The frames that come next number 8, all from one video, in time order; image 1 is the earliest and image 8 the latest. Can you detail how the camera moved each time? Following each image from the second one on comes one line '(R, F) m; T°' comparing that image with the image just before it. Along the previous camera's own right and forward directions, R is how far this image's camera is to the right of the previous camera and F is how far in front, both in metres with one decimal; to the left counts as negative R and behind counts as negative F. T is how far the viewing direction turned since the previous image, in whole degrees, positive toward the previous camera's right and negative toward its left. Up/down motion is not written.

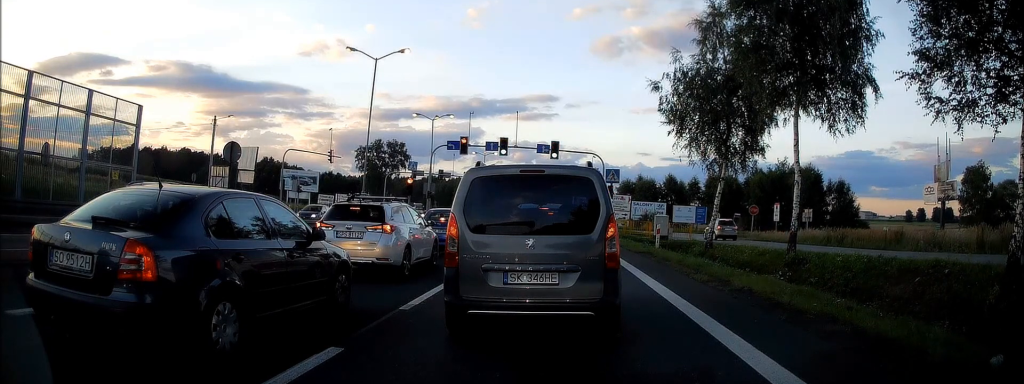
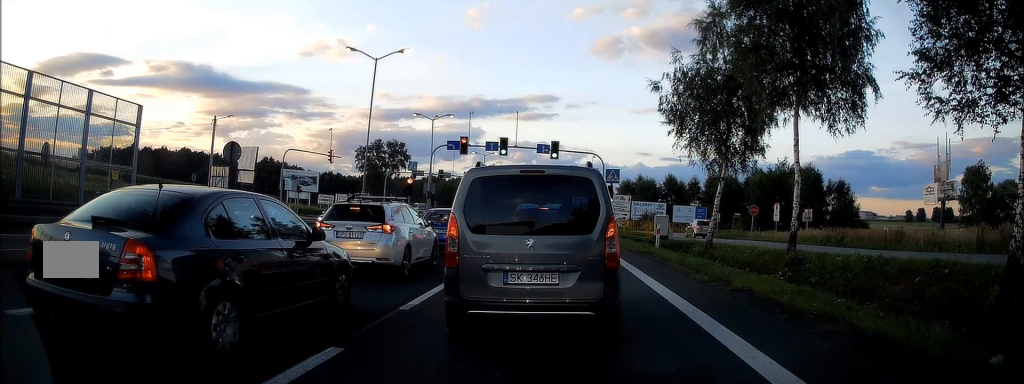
(0.0, 0.0) m; 0°
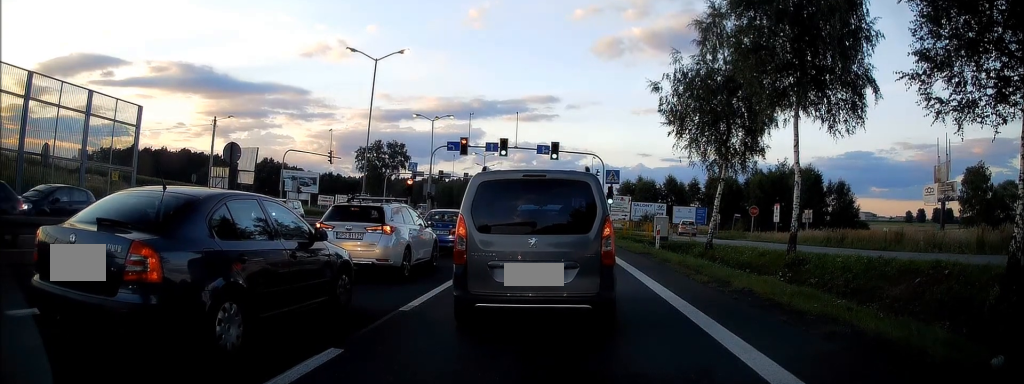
(0.0, 0.0) m; 0°
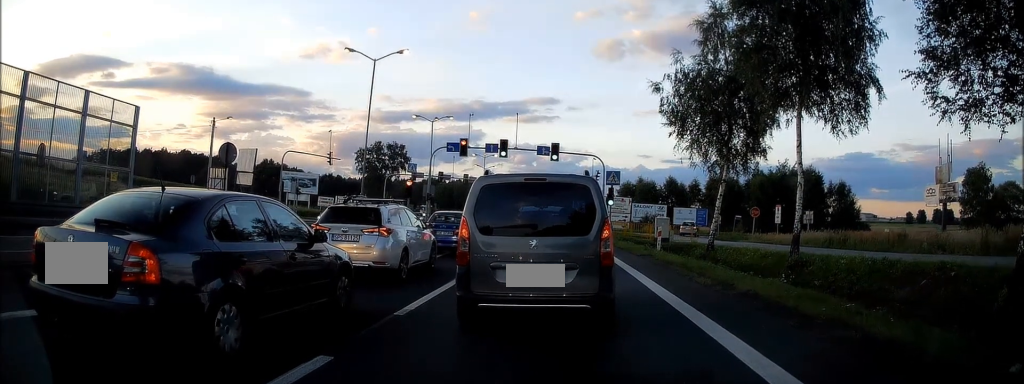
(0.0, 0.0) m; 0°
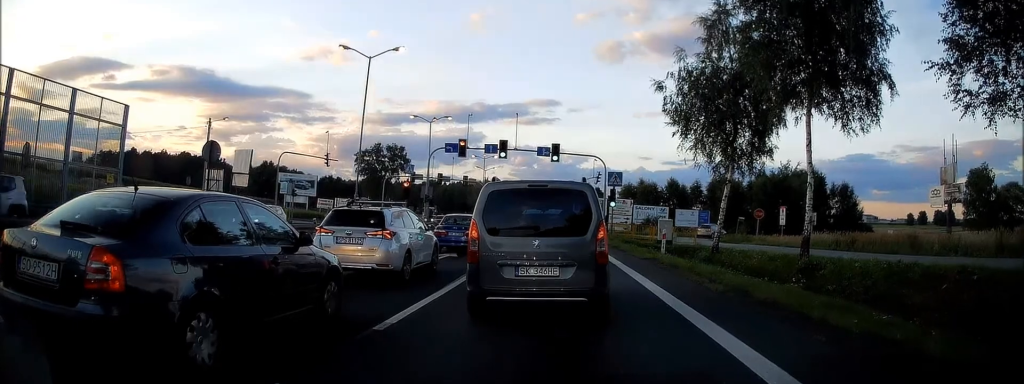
(0.0, 0.0) m; 0°
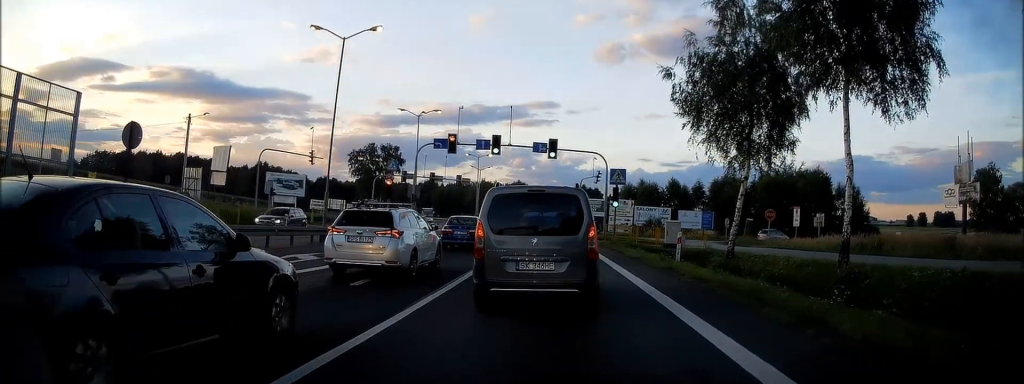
(+0.2, +3.4) m; +3°
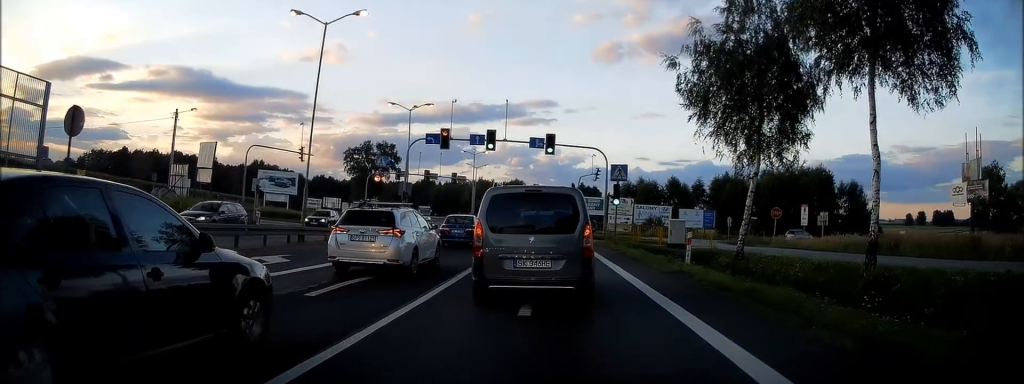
(0.0, +1.9) m; 0°
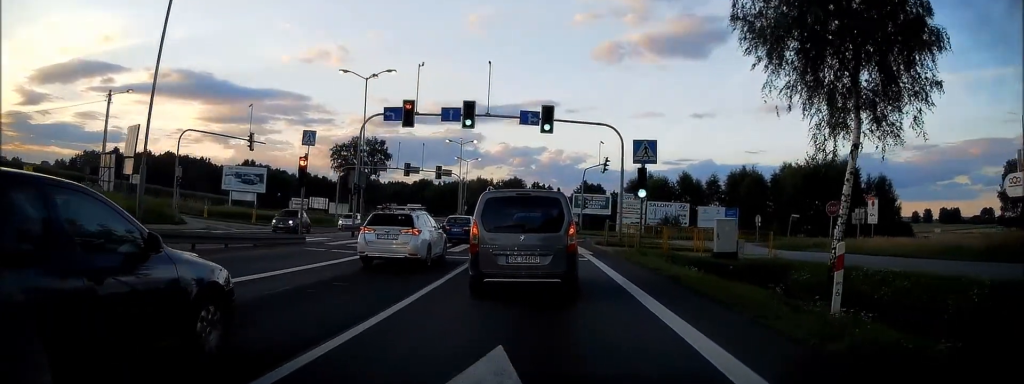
(-0.2, +9.4) m; -3°
